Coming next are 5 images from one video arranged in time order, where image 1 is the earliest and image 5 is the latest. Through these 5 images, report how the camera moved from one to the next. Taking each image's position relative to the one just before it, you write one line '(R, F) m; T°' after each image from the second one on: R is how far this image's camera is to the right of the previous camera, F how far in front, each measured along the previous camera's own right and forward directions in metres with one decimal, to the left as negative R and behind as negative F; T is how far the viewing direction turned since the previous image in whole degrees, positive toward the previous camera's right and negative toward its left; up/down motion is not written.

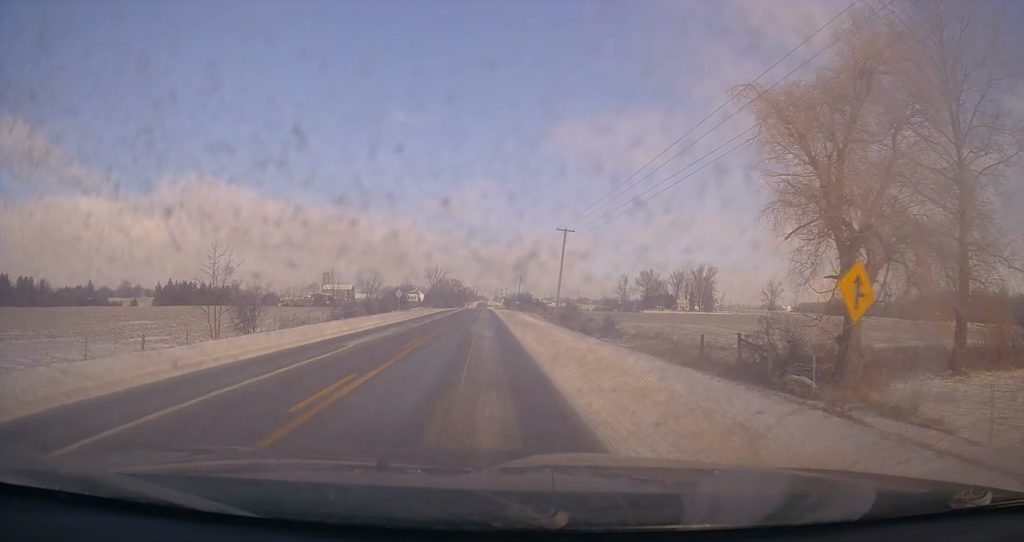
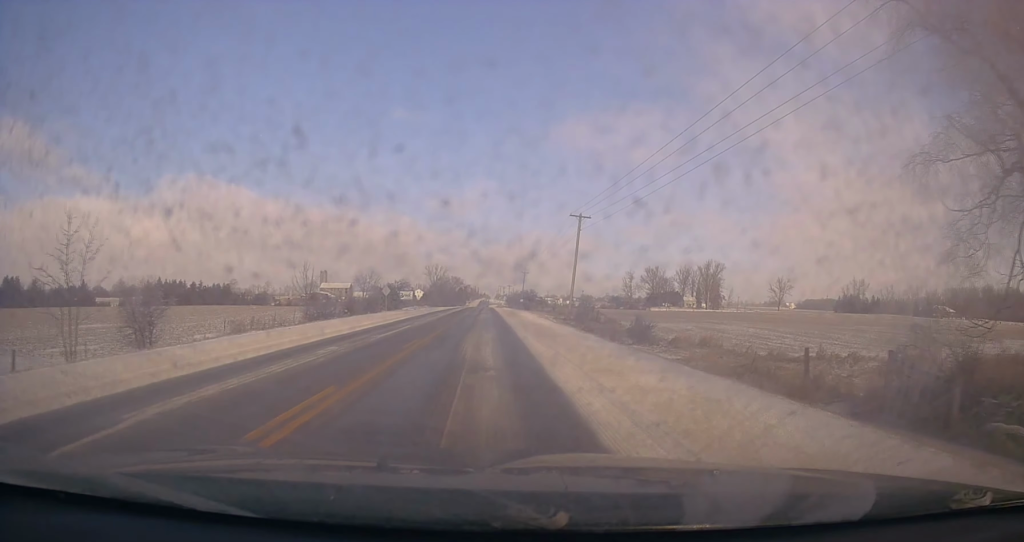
(-0.1, +10.1) m; -1°
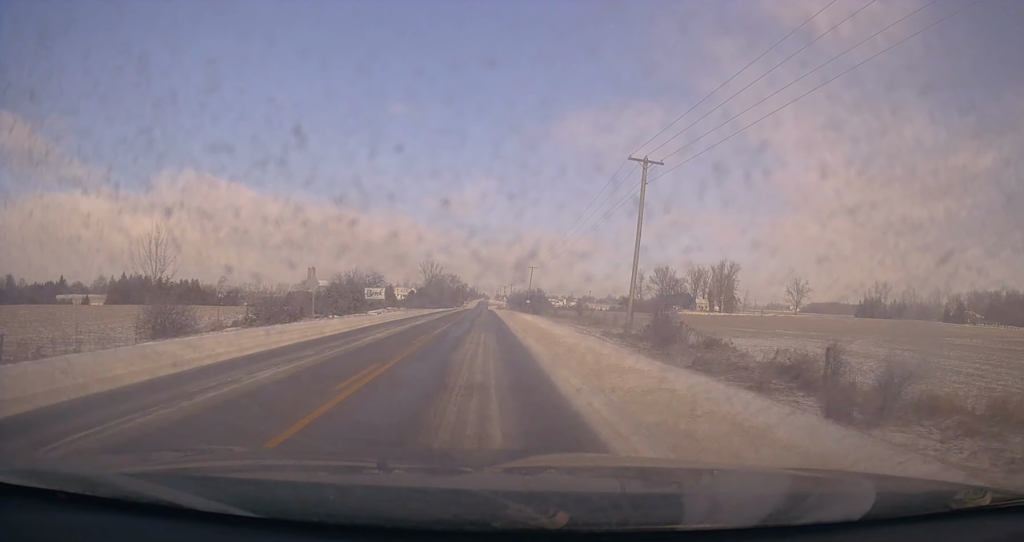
(-0.4, +24.4) m; 0°
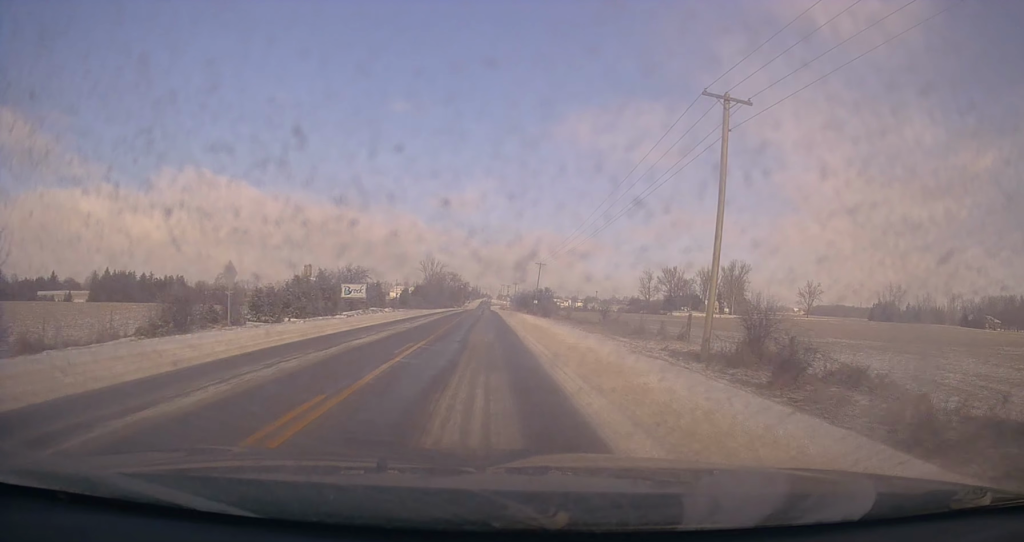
(-0.1, +12.5) m; +1°
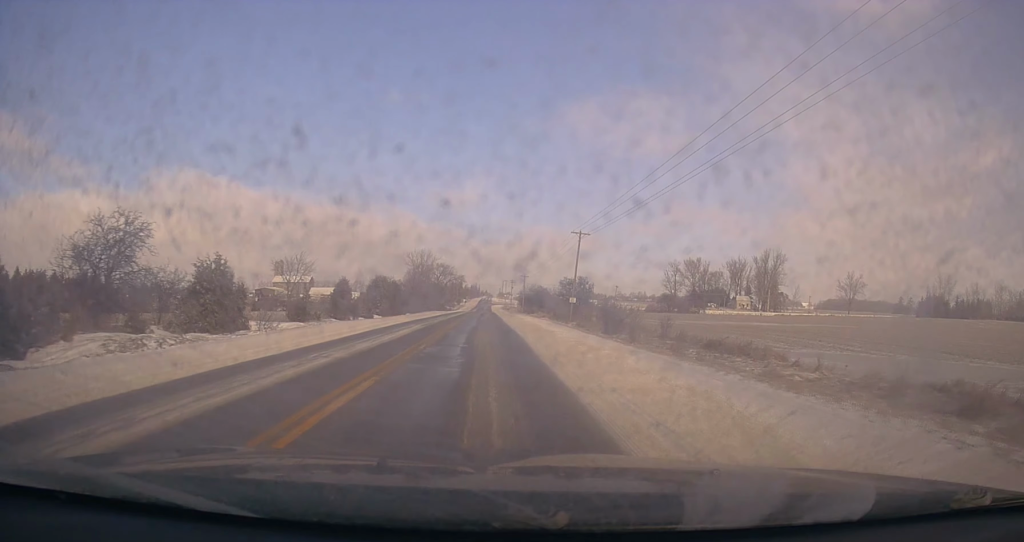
(+0.5, +45.1) m; -1°
